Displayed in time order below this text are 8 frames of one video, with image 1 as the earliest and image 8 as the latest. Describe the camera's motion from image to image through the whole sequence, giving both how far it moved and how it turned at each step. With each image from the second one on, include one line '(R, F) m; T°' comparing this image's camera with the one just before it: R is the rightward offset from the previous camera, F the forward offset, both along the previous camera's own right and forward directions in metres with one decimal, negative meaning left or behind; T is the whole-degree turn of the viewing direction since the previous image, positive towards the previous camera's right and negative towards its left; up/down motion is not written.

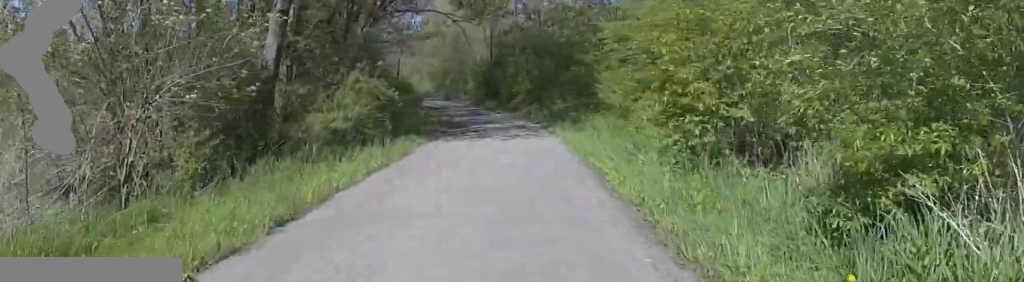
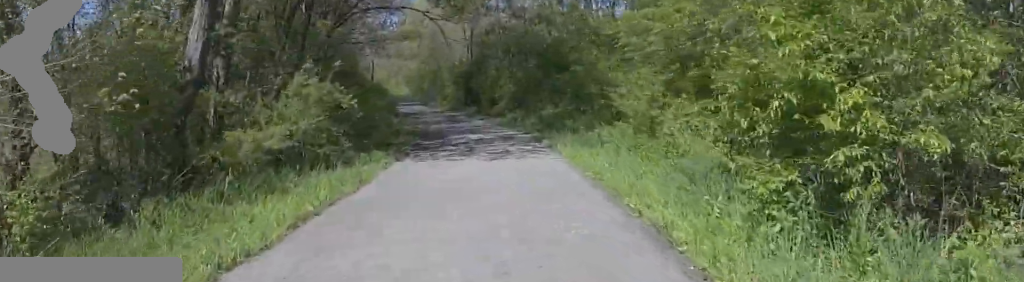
(0.0, +2.8) m; 0°
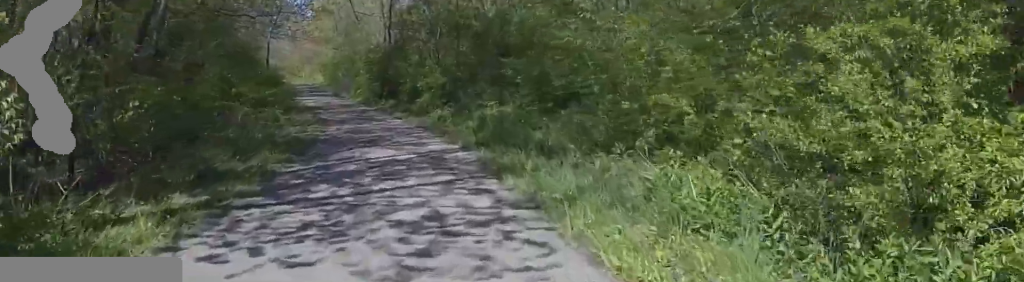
(0.0, +7.2) m; -8°
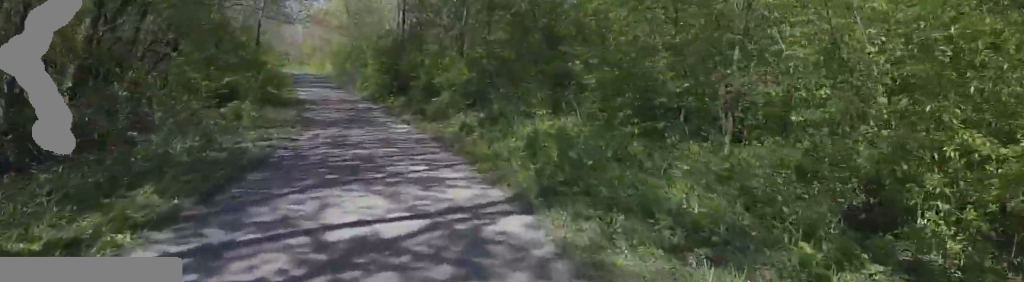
(-0.7, +5.5) m; -7°
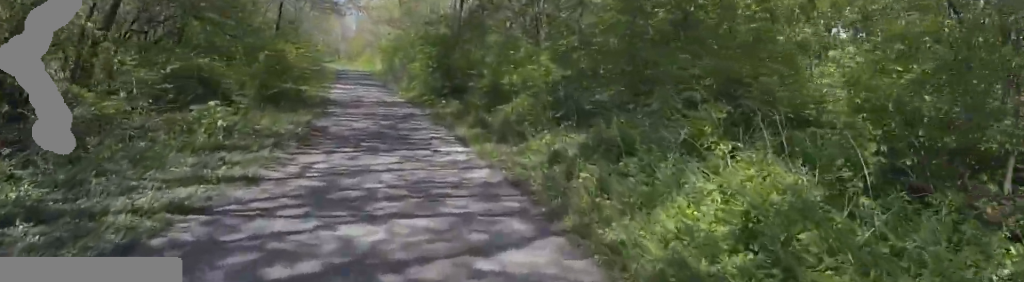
(-0.2, +5.8) m; -2°
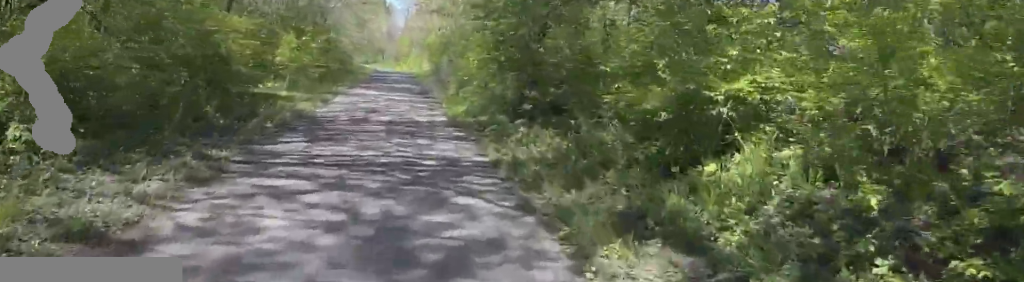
(0.0, +9.4) m; 0°
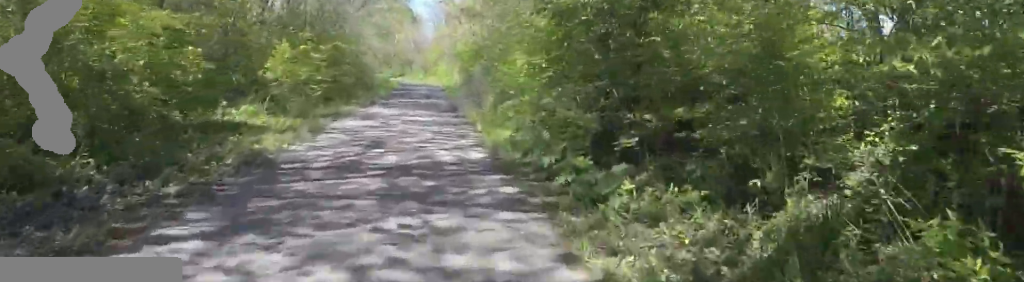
(0.0, +4.2) m; 0°
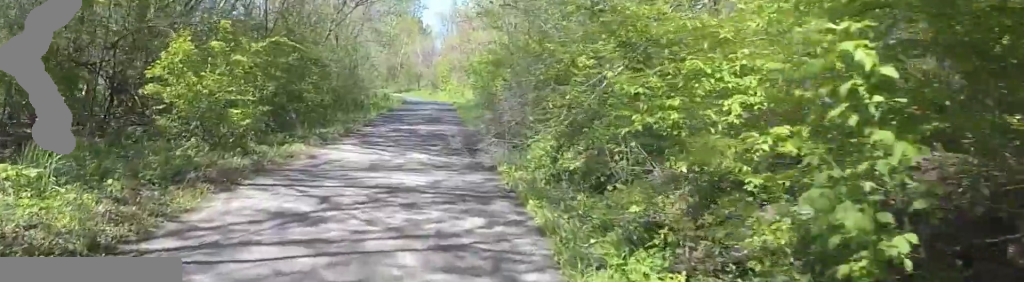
(0.0, +7.1) m; -7°
